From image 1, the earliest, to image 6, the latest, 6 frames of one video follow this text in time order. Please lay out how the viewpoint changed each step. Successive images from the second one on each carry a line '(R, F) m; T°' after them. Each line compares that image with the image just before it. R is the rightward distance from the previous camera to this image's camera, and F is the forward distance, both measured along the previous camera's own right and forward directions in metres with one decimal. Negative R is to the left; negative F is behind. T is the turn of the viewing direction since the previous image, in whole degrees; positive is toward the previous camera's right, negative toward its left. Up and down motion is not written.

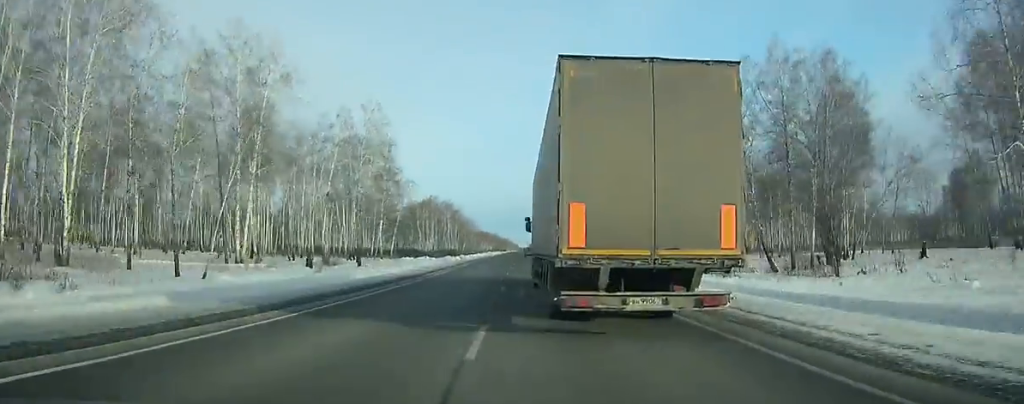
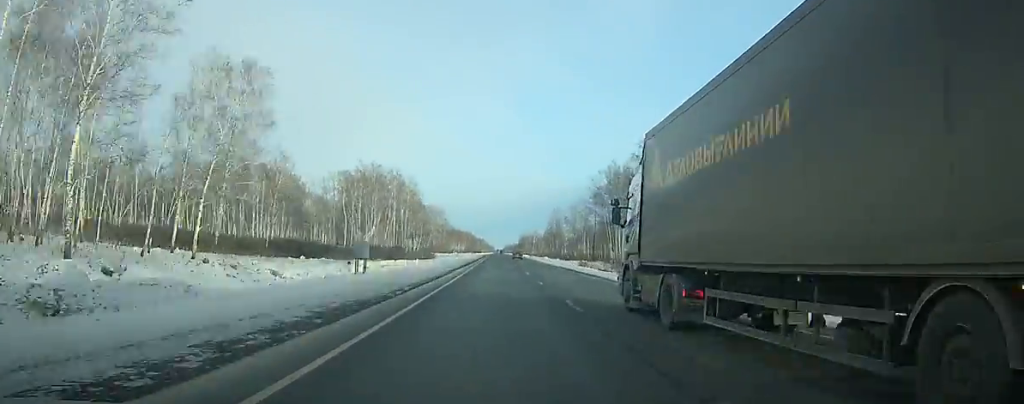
(+0.3, +89.5) m; +1°
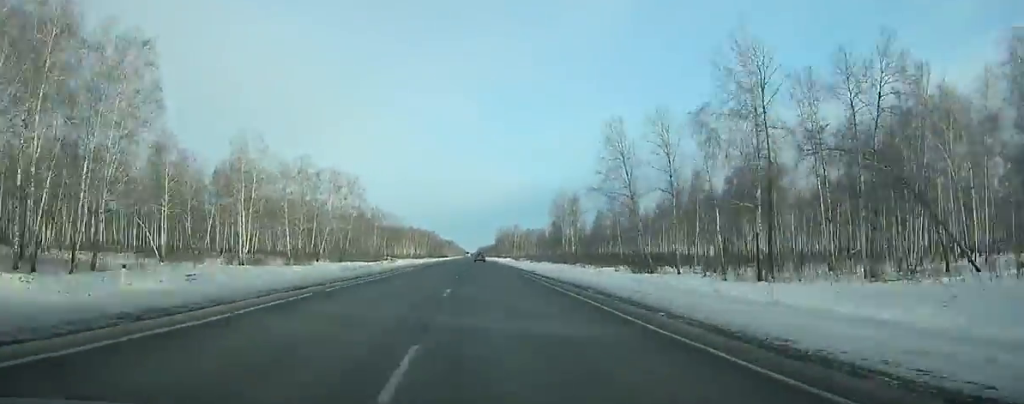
(+4.4, +151.0) m; +2°
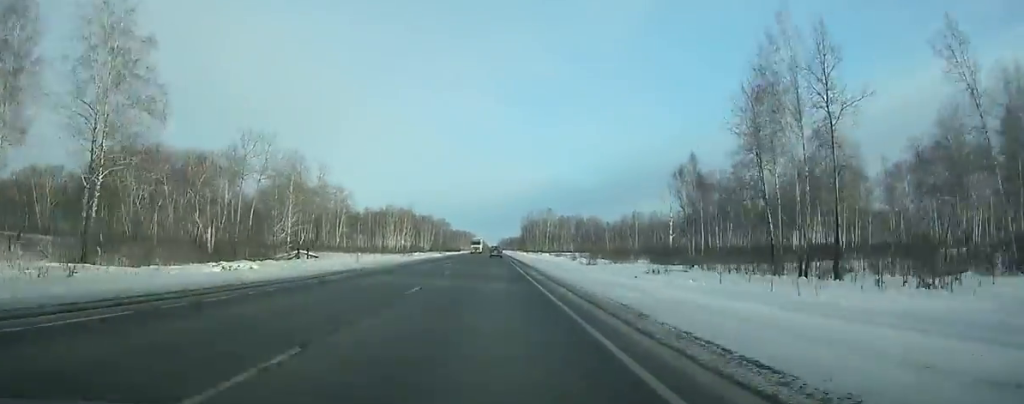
(-1.1, +119.1) m; -1°
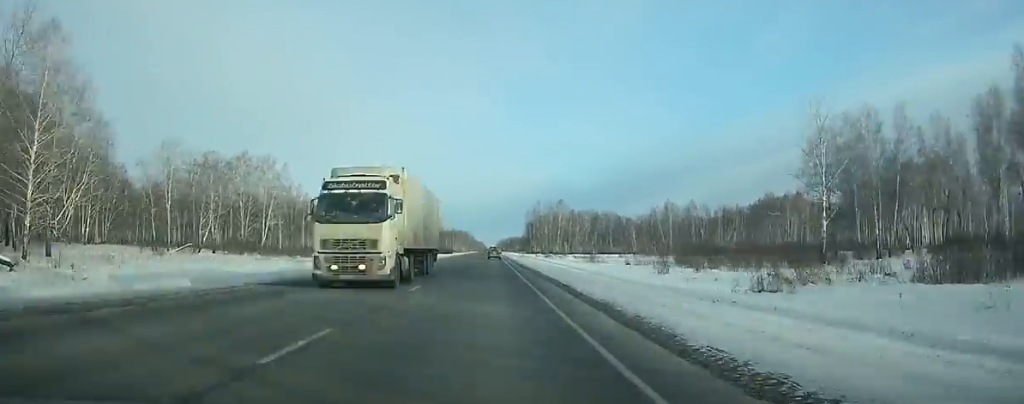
(-0.4, +70.1) m; 0°
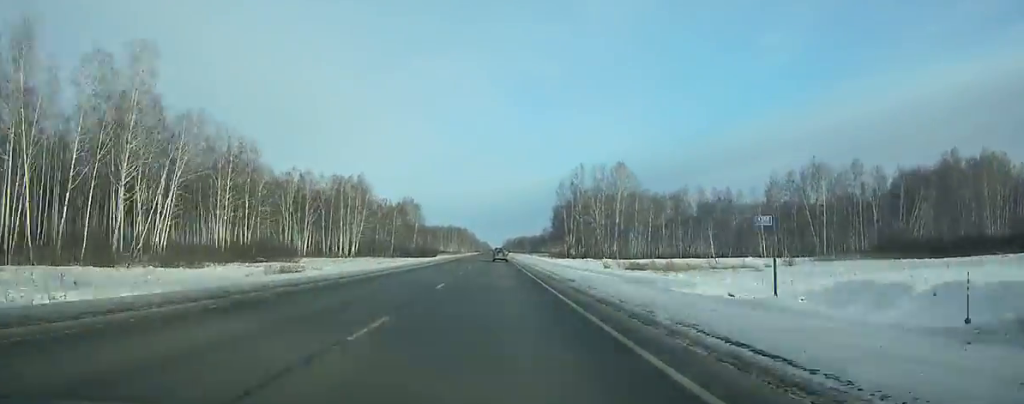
(-0.6, +131.4) m; 0°
